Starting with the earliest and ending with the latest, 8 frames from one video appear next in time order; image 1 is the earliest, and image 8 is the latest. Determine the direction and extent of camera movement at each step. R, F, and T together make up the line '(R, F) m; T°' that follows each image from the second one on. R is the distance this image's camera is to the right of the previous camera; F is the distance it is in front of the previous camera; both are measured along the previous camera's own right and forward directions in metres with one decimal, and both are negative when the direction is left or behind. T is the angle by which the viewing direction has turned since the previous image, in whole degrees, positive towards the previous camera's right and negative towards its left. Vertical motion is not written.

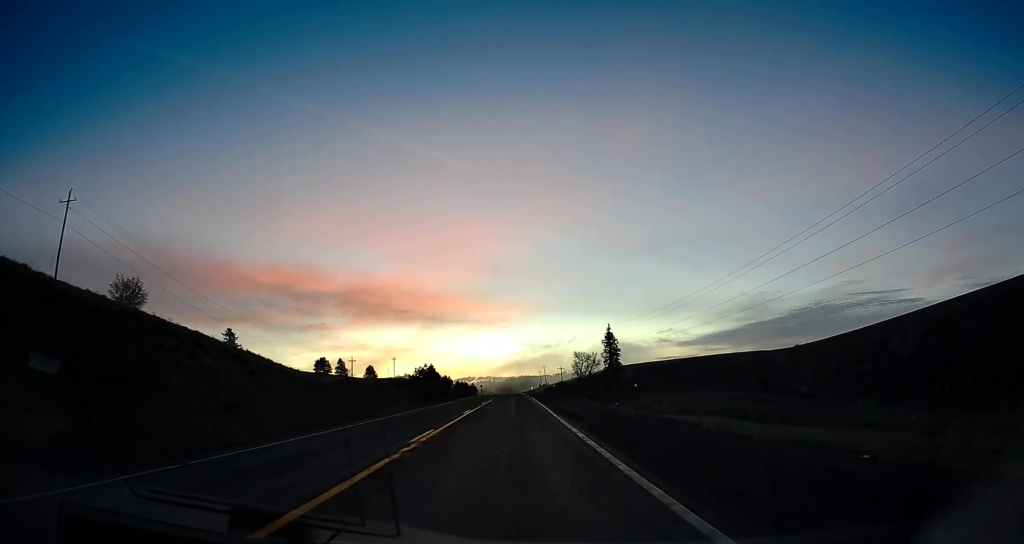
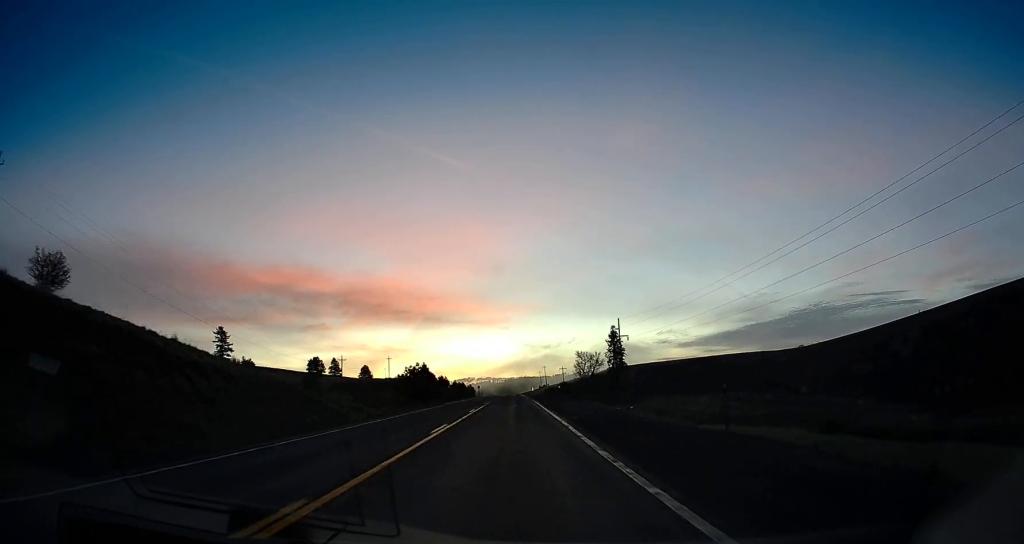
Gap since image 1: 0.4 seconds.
(0.0, +11.5) m; 0°
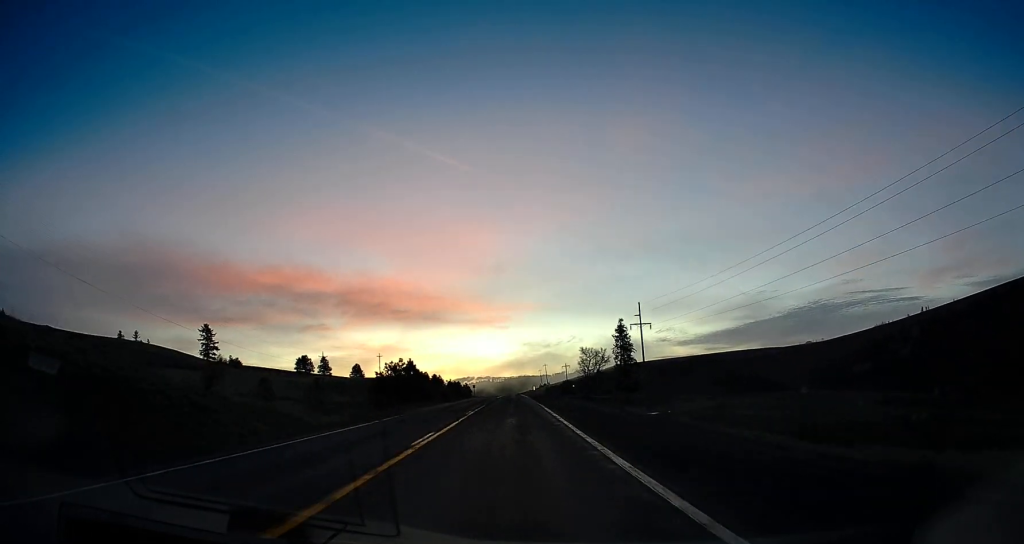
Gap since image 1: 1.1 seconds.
(-0.1, +18.6) m; 0°
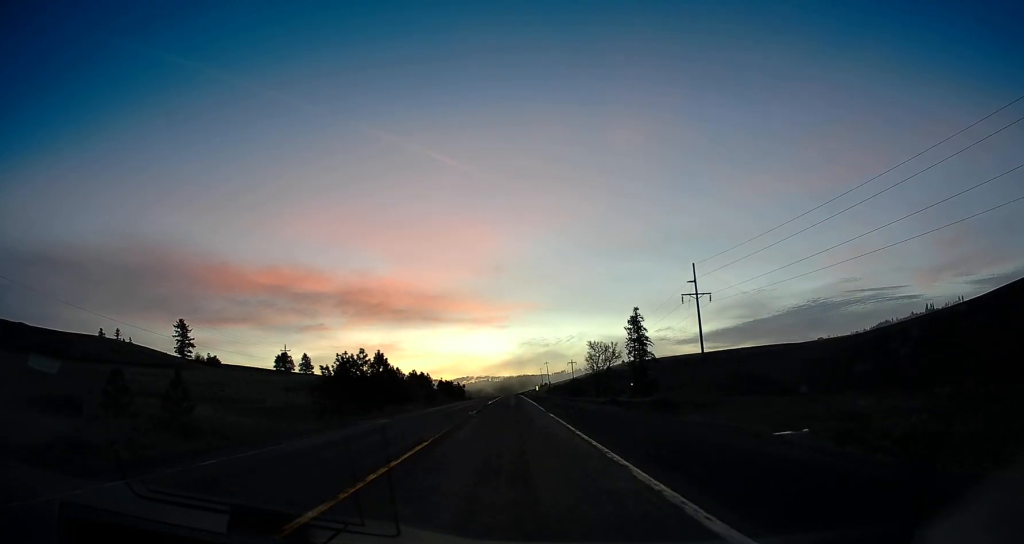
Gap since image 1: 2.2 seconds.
(-0.1, +28.3) m; 0°
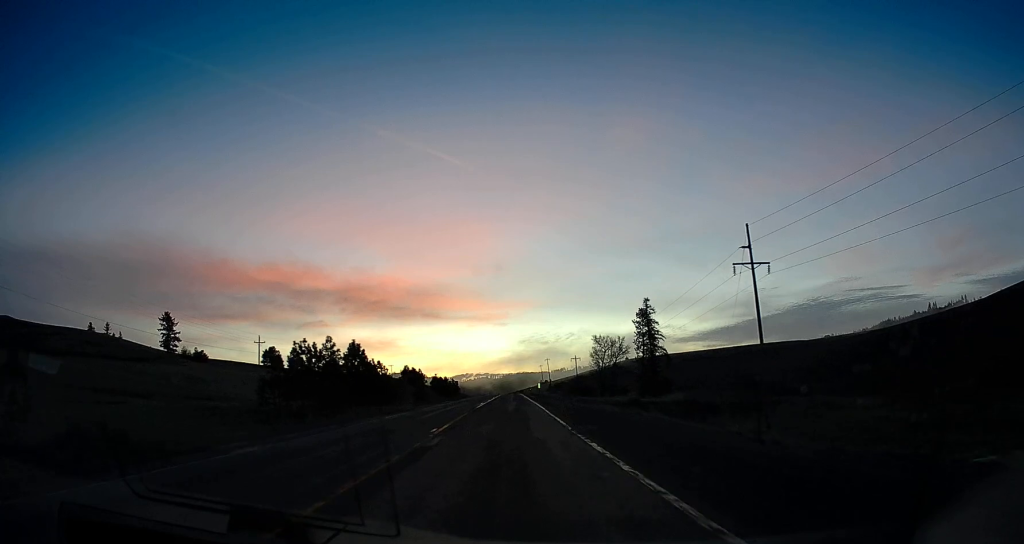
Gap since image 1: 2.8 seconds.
(0.0, +15.0) m; 0°
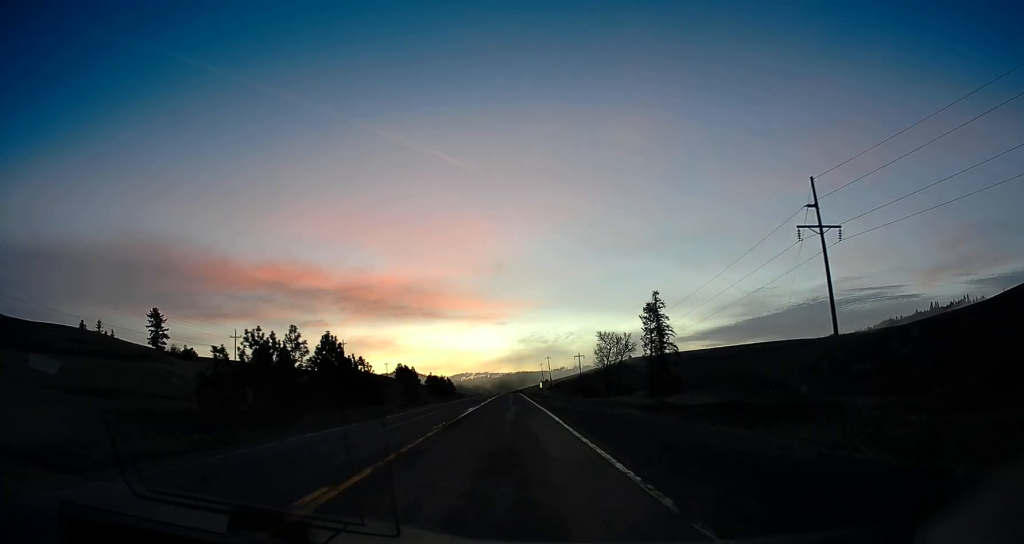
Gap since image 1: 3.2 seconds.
(0.0, +11.6) m; 0°
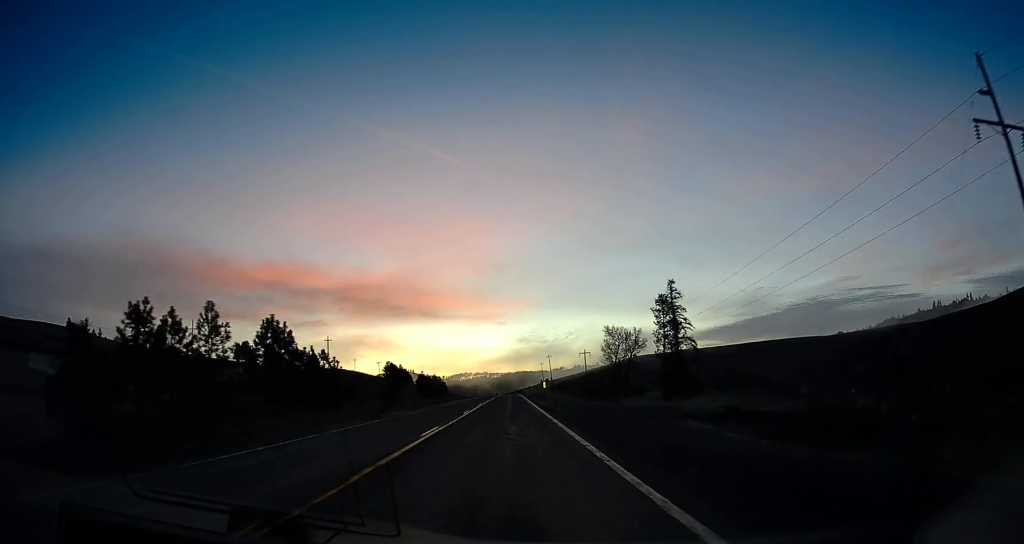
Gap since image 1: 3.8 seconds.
(0.0, +16.9) m; 0°
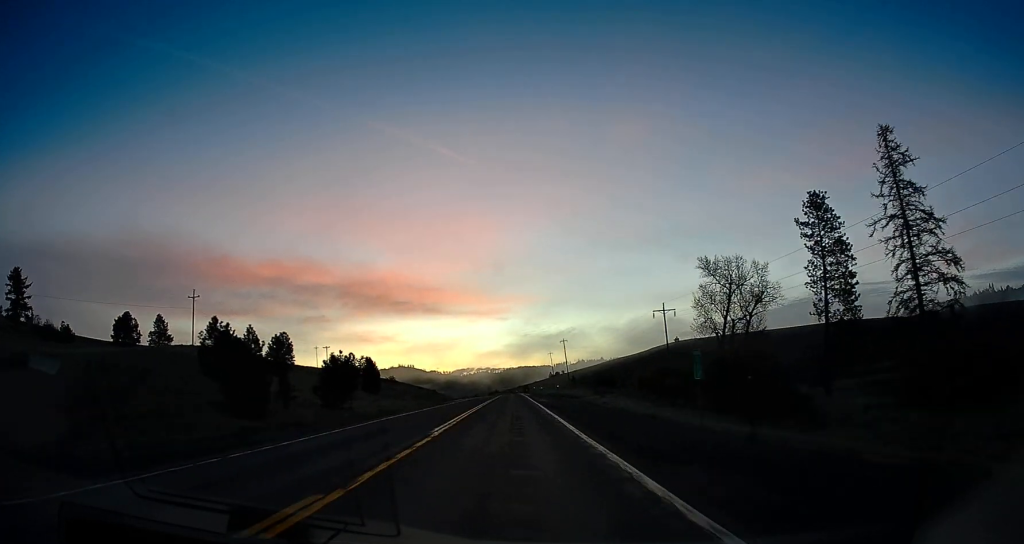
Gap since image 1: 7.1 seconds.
(0.0, +88.1) m; 0°
